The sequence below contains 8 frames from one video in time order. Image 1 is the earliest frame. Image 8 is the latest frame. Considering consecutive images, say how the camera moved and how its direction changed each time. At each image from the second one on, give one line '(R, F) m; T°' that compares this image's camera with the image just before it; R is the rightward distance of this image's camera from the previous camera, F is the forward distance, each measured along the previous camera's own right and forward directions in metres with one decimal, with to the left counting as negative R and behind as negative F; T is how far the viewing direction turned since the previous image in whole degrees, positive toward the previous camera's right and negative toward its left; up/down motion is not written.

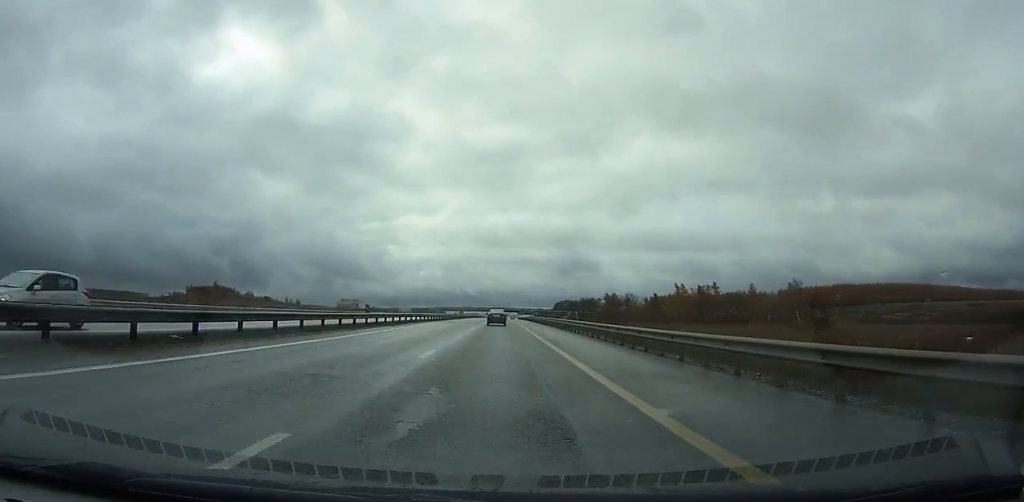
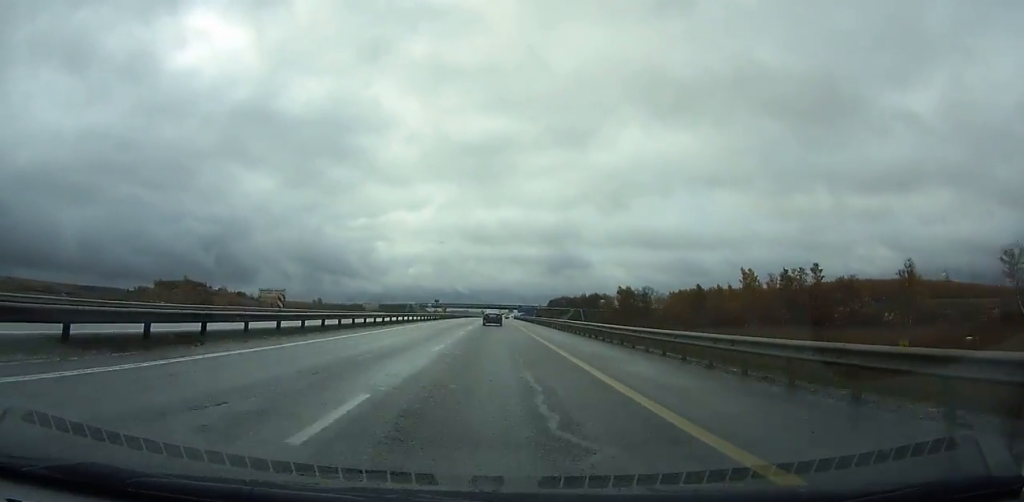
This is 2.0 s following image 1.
(+0.2, +57.0) m; 0°
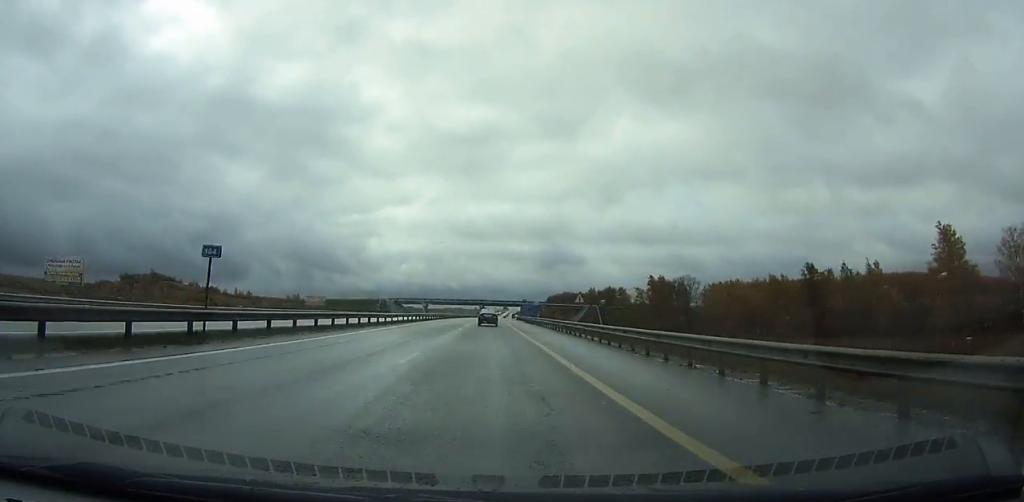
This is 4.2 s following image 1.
(+0.2, +63.2) m; 0°
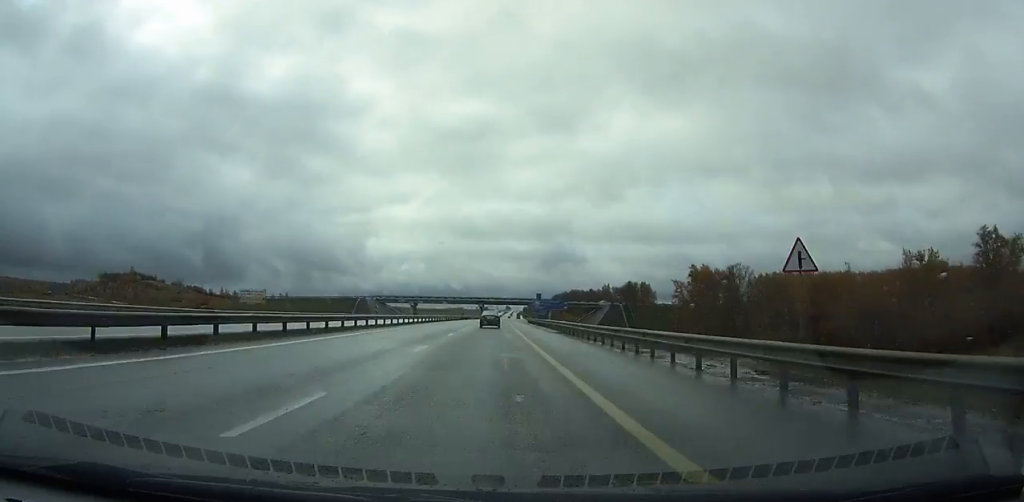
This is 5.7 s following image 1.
(+0.1, +43.2) m; 0°
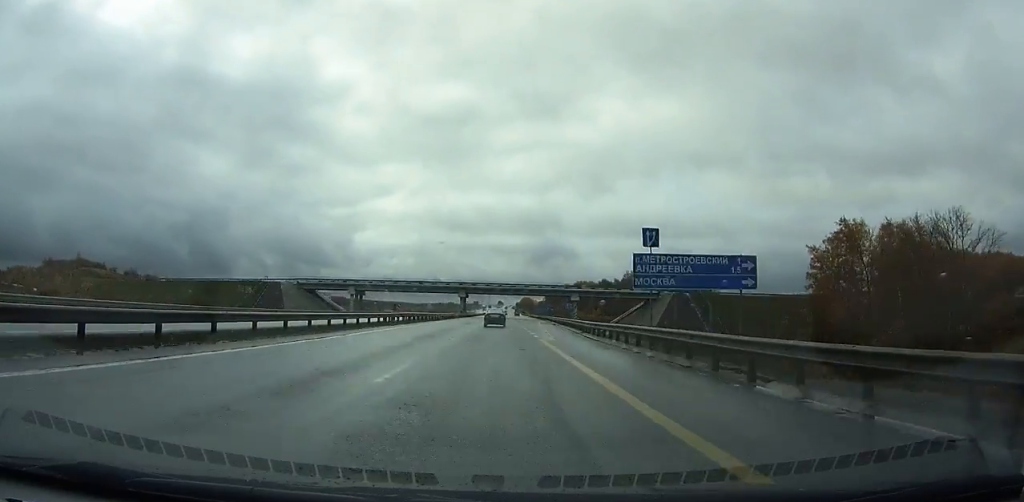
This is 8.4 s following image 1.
(+0.4, +77.9) m; +1°
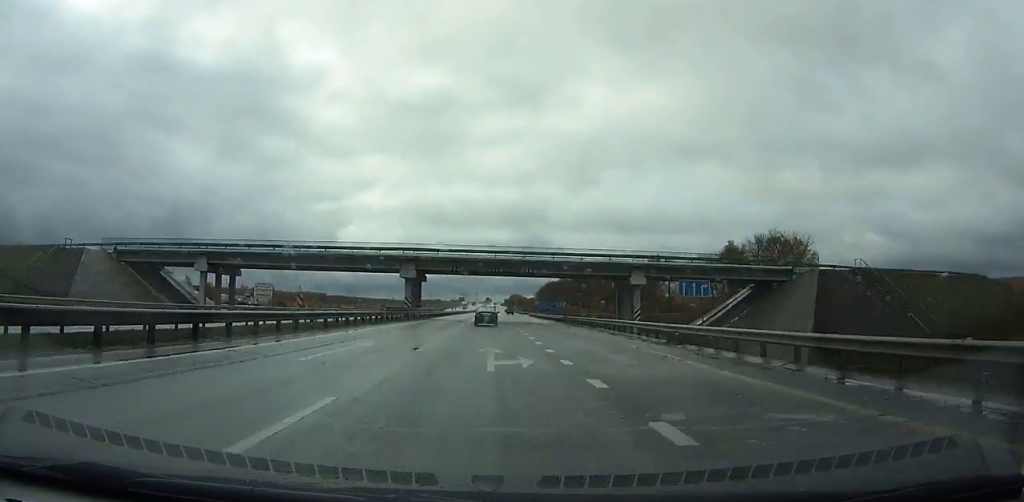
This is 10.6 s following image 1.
(+0.4, +63.3) m; +1°
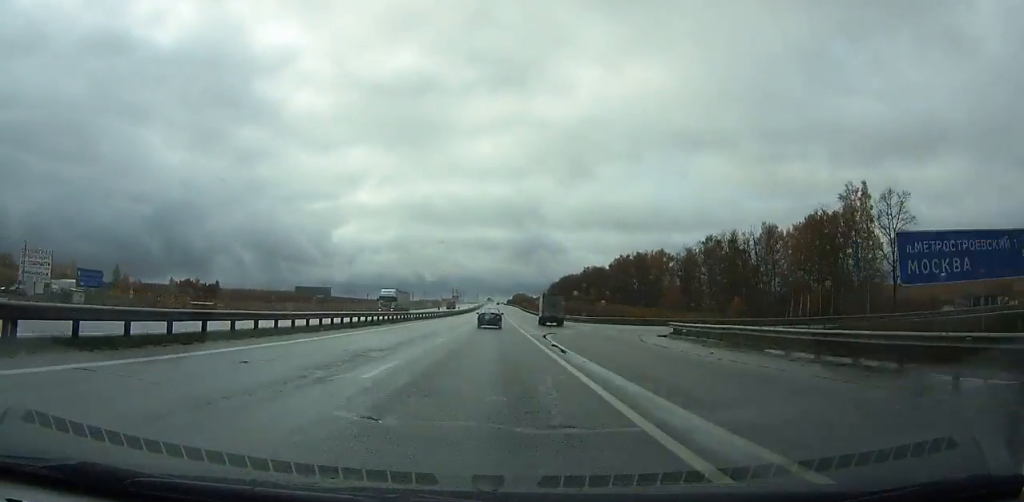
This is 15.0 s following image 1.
(+0.9, +126.0) m; +1°
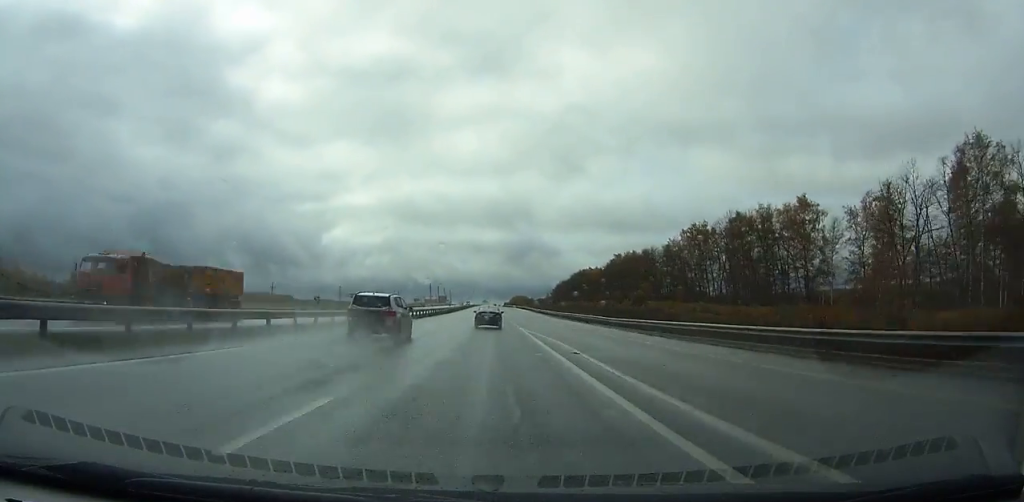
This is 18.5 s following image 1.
(0.0, +99.9) m; 0°
